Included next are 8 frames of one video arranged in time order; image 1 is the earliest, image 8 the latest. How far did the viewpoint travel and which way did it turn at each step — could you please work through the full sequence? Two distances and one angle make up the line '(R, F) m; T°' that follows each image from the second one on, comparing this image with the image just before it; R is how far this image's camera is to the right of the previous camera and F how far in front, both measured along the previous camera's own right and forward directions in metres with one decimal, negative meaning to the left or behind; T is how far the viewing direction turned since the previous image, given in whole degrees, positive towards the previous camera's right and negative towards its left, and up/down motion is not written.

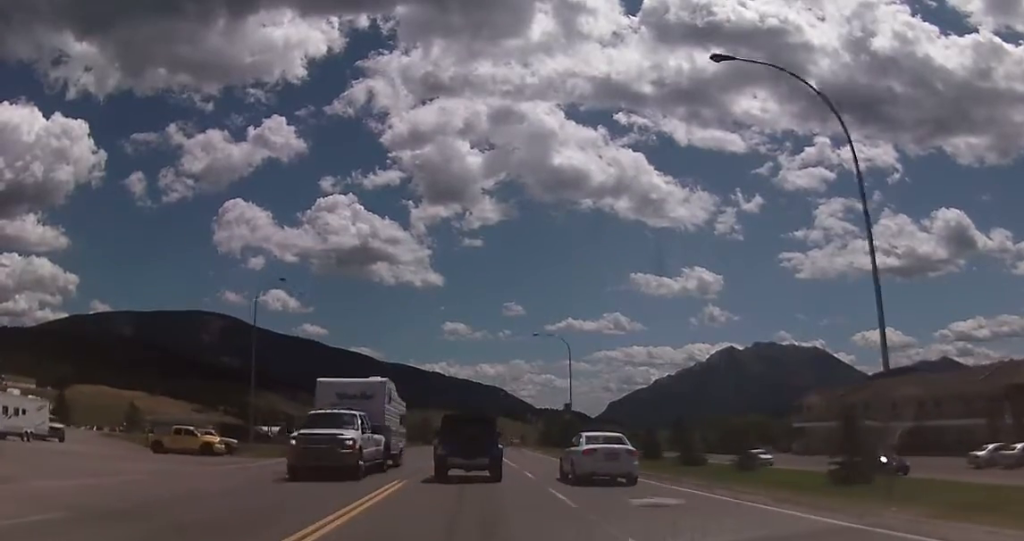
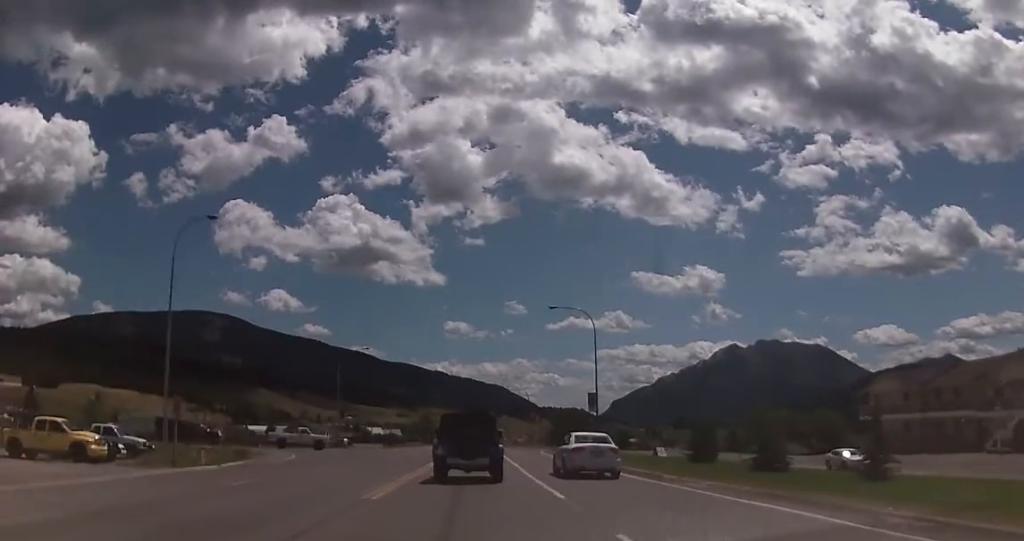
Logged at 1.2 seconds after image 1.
(+0.4, +17.9) m; +1°
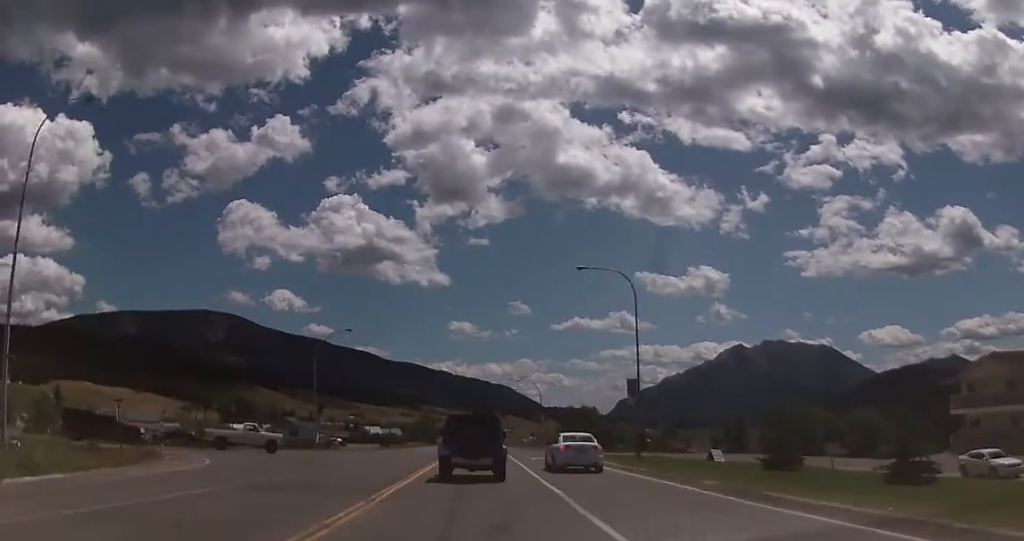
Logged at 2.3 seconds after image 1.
(0.0, +17.3) m; -1°
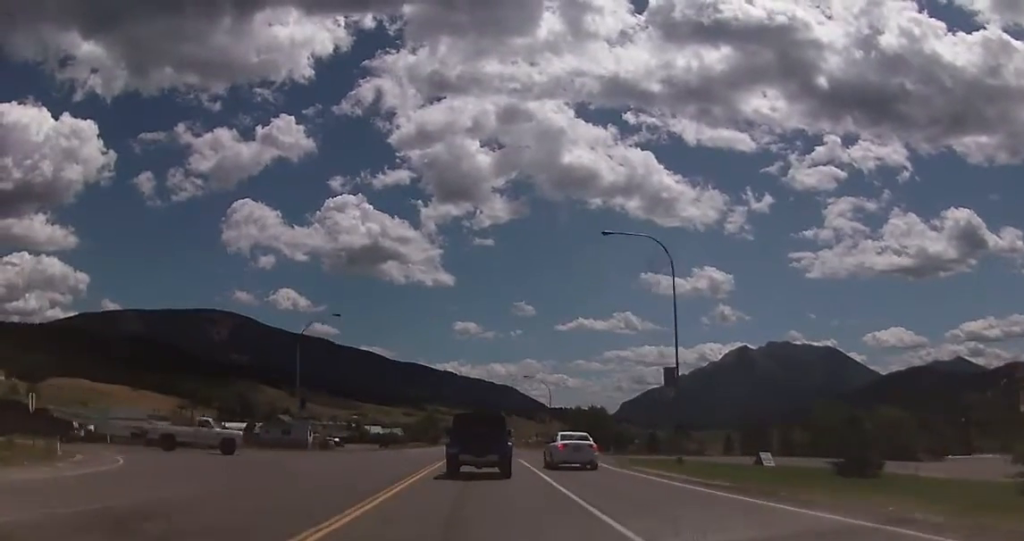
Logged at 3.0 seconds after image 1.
(0.0, +9.9) m; 0°
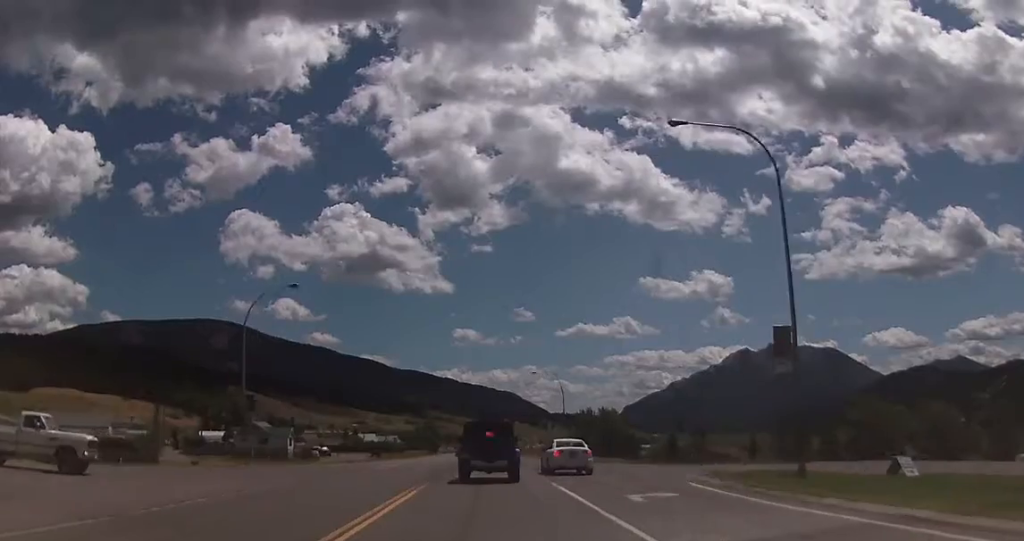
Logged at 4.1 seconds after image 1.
(-0.2, +18.0) m; 0°
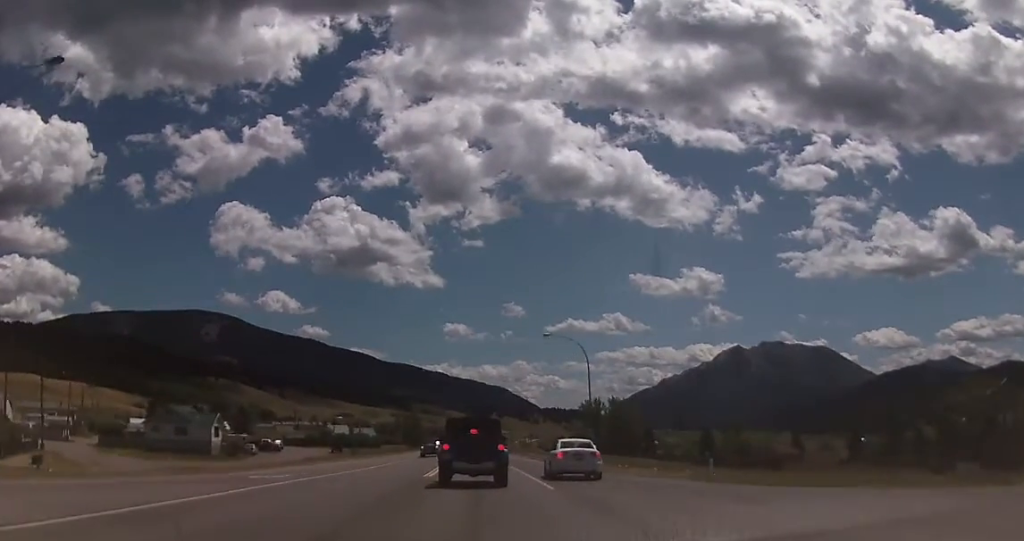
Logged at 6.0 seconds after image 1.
(+0.4, +36.7) m; 0°
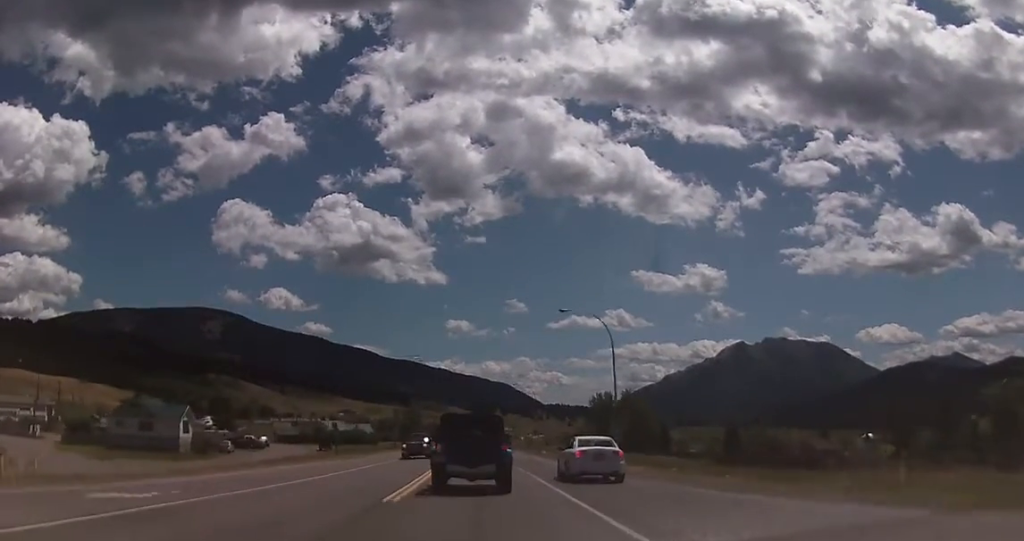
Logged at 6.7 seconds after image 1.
(-0.2, +14.1) m; 0°
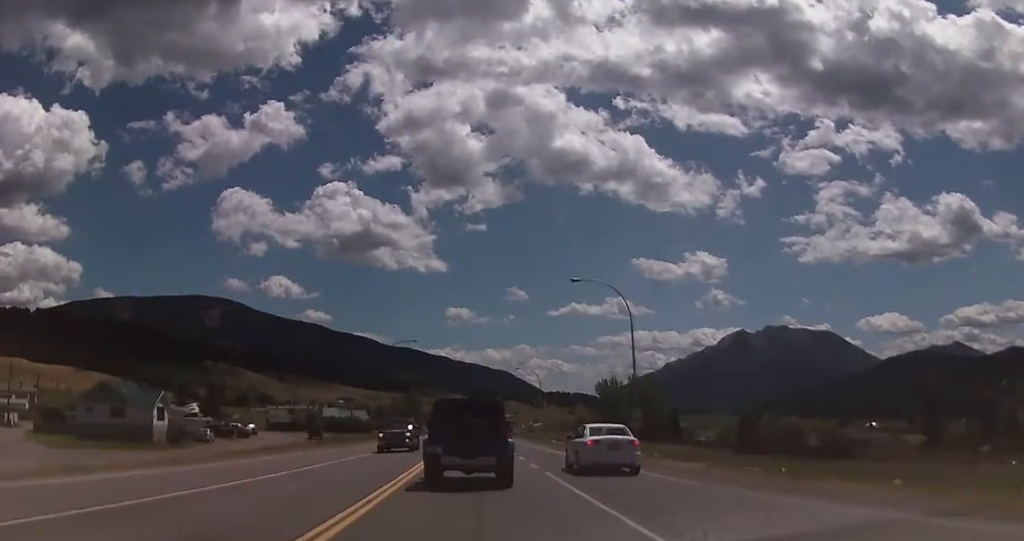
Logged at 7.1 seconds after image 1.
(0.0, +8.4) m; 0°
